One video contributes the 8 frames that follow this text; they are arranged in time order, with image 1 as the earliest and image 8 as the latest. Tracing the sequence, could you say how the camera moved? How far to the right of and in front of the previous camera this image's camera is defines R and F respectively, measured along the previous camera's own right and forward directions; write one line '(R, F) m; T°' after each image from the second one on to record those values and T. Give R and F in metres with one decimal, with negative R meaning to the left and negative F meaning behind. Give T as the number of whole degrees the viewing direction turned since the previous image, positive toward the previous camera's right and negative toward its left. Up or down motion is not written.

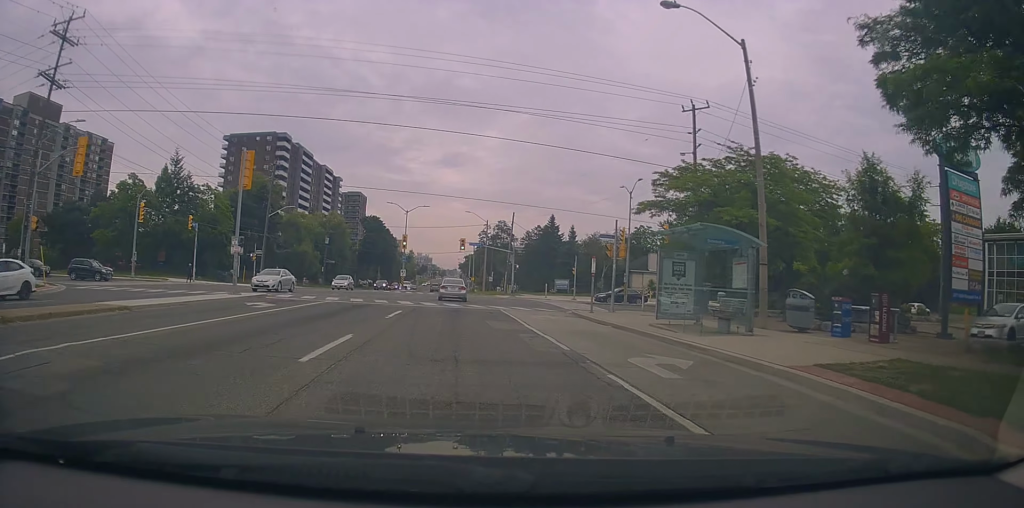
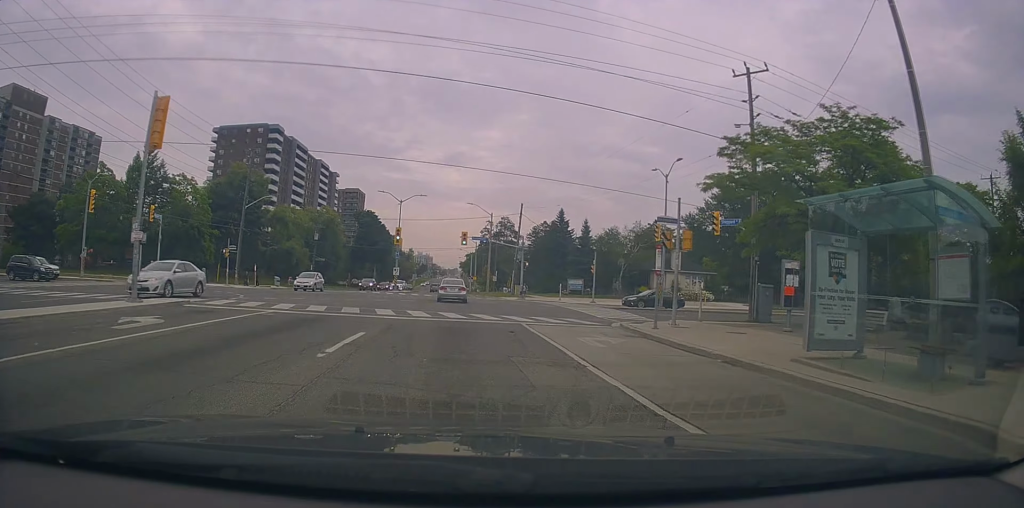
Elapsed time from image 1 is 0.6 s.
(+0.1, +8.6) m; 0°
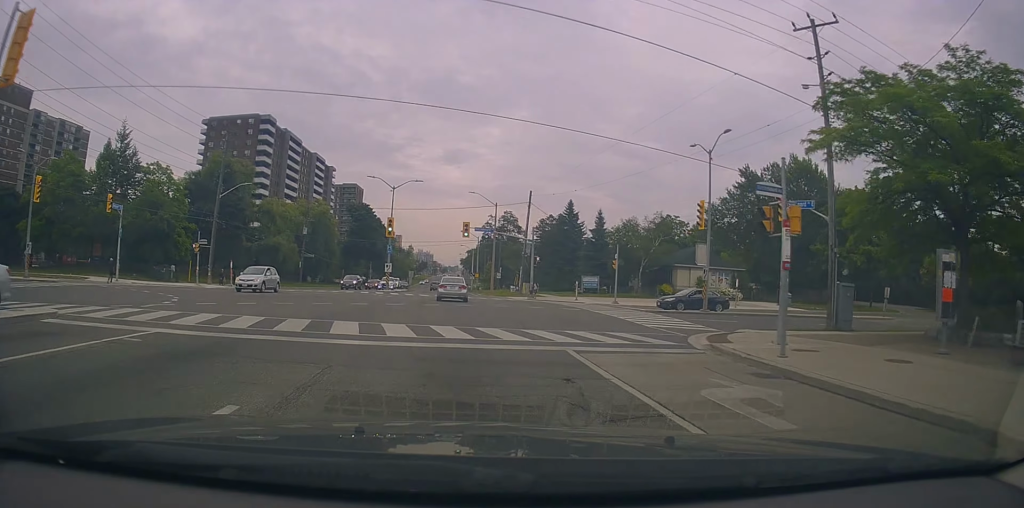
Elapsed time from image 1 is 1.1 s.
(+0.1, +7.0) m; 0°
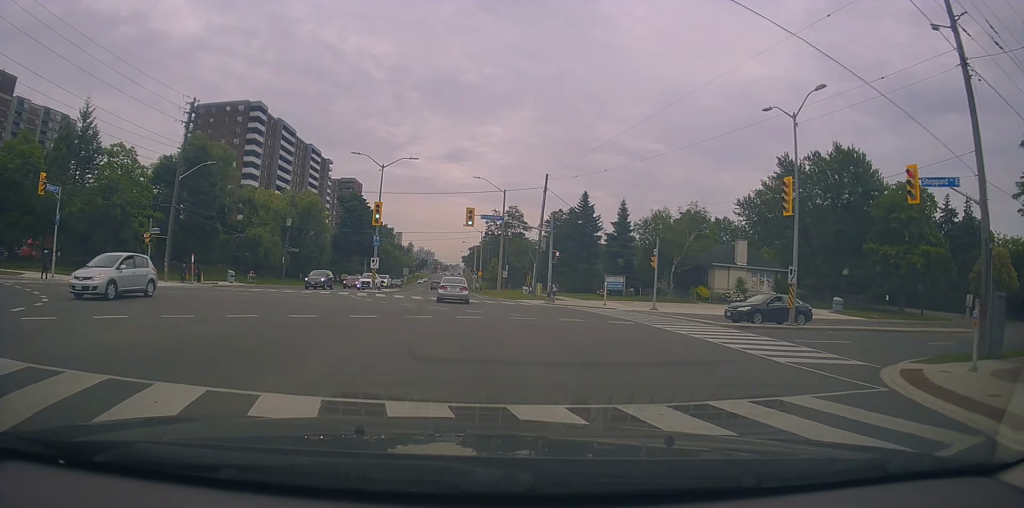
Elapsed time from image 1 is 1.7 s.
(-0.2, +9.2) m; 0°
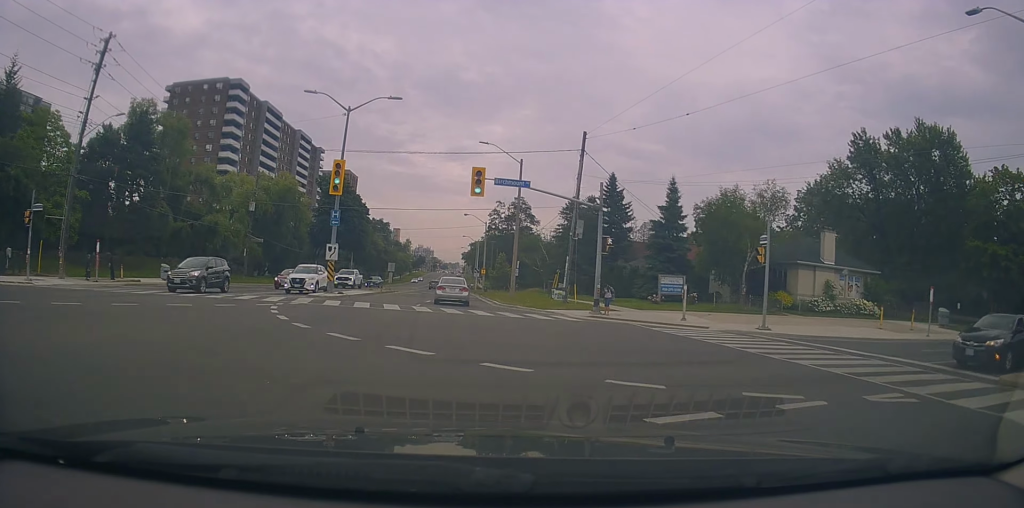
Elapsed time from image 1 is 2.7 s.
(0.0, +14.0) m; 0°
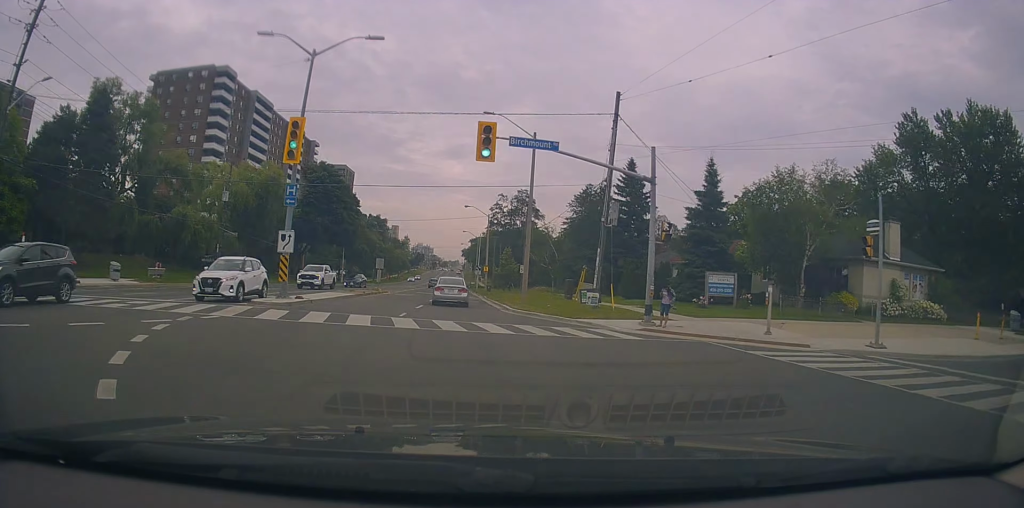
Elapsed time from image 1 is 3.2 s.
(0.0, +7.2) m; 0°
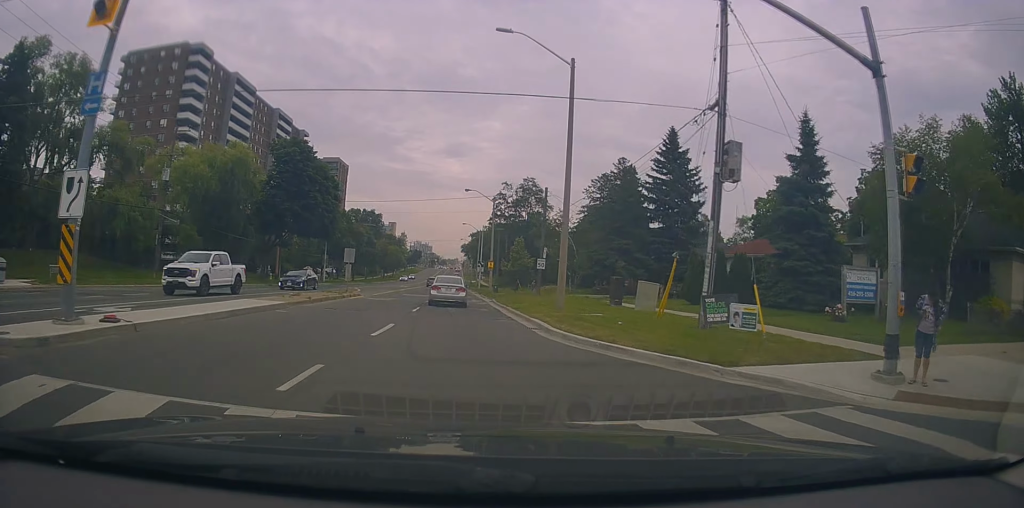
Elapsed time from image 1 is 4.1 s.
(0.0, +12.1) m; 0°
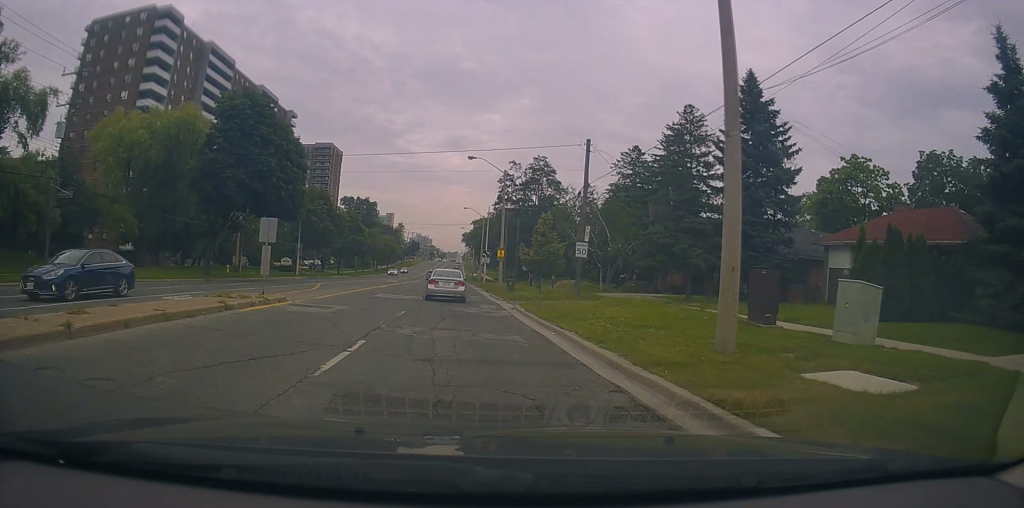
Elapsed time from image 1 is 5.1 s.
(-0.1, +13.9) m; +2°
